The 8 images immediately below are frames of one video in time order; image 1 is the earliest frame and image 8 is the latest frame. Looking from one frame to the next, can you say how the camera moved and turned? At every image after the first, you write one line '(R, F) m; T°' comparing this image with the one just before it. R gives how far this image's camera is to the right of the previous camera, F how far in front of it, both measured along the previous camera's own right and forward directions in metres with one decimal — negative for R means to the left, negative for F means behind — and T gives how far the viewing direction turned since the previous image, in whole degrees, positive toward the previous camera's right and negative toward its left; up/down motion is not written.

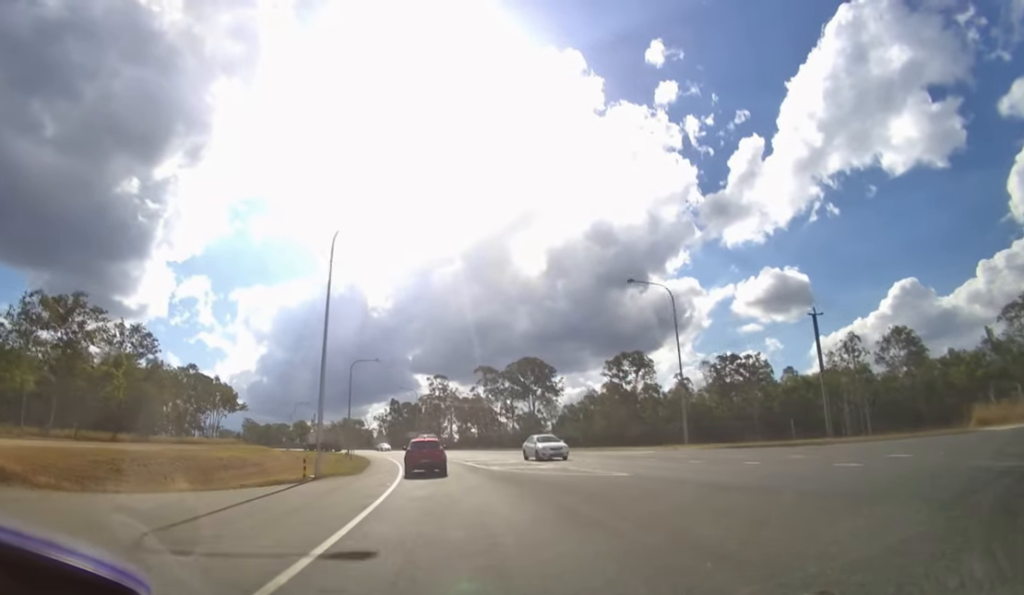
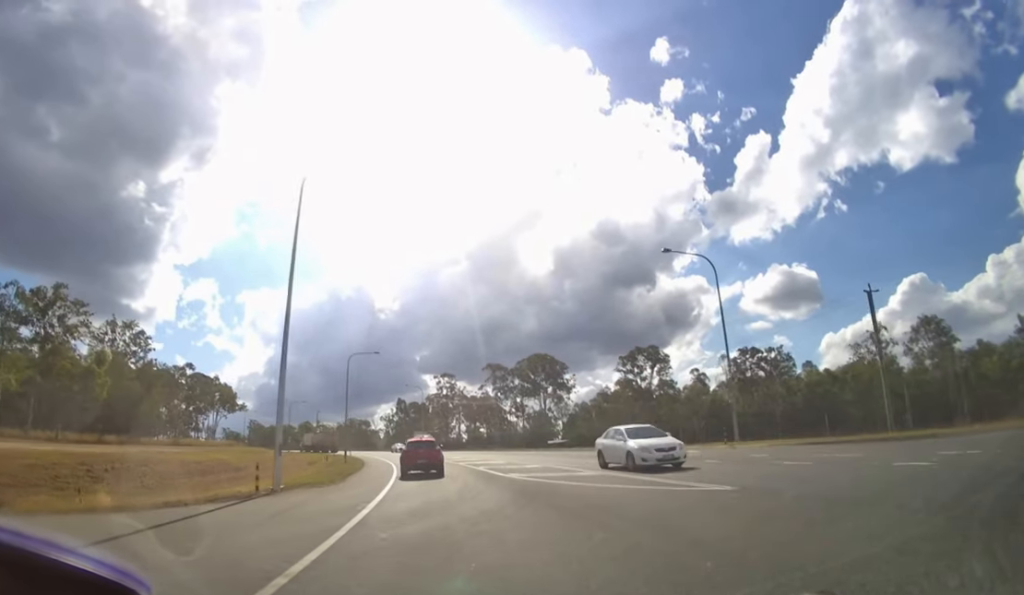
(-0.1, +5.8) m; -1°
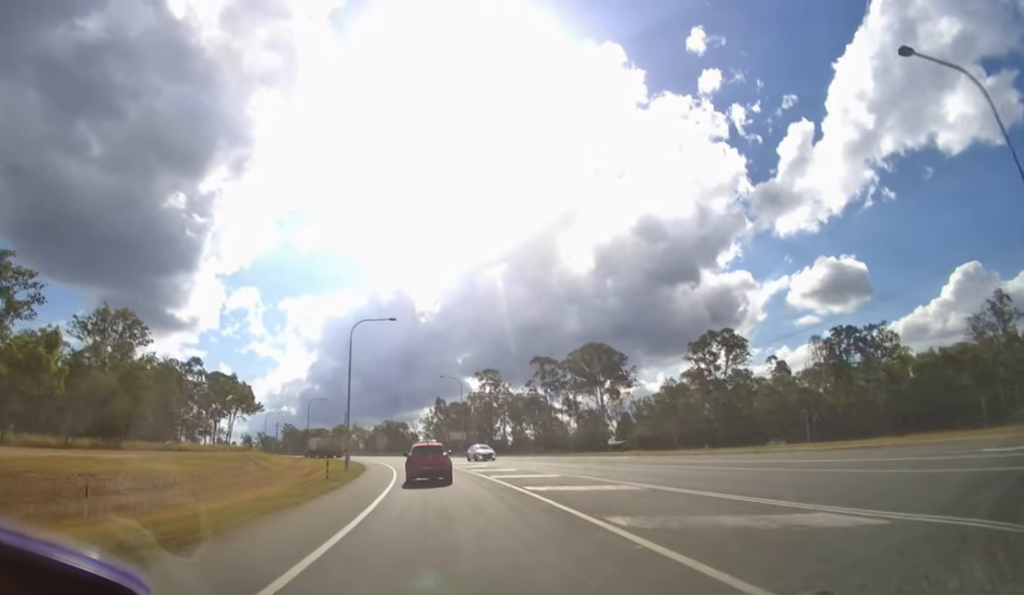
(-0.6, +16.9) m; -4°
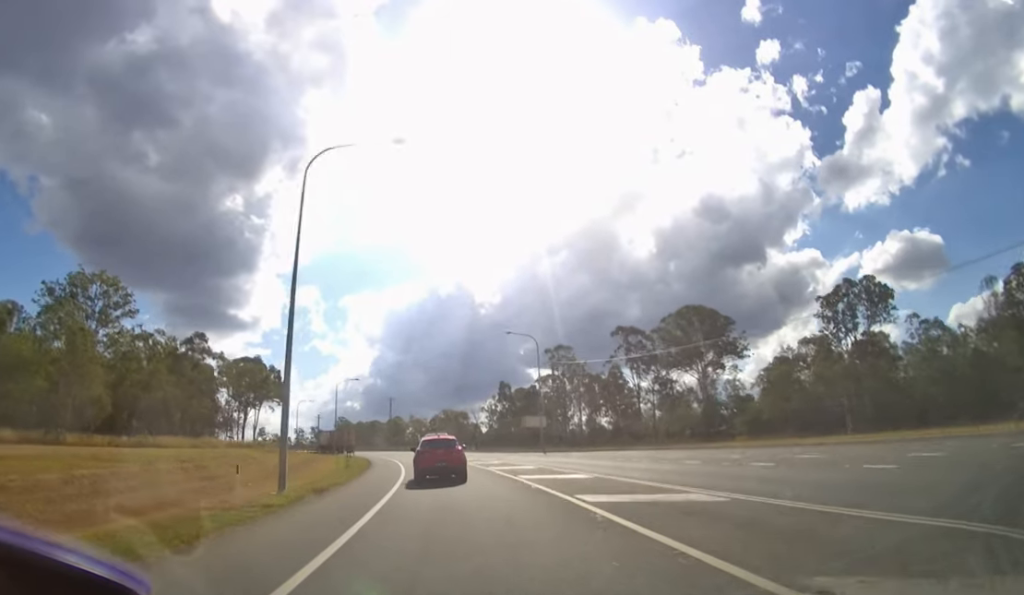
(-1.2, +21.4) m; -6°
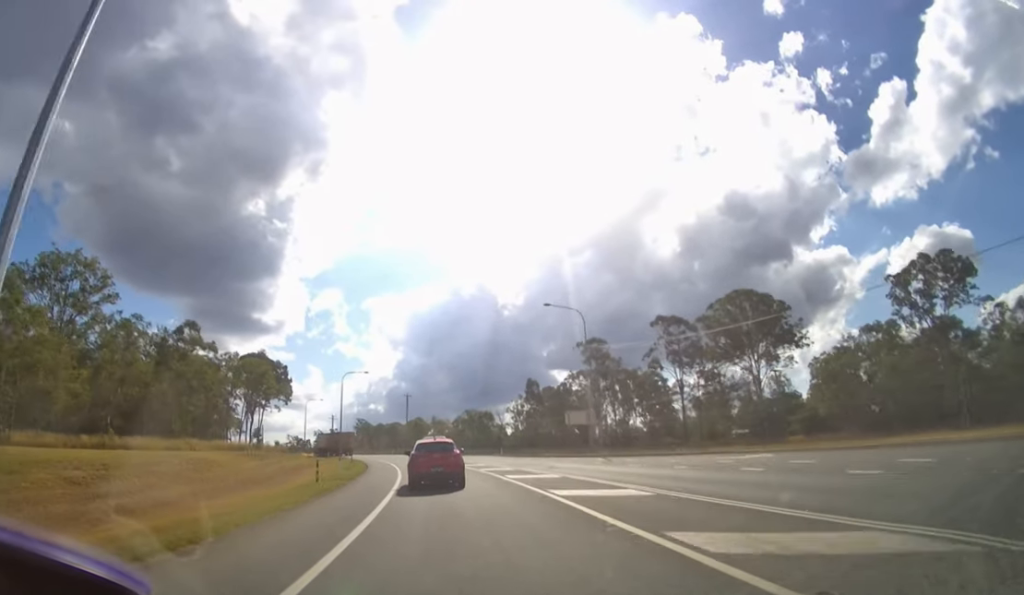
(-0.2, +9.9) m; -3°
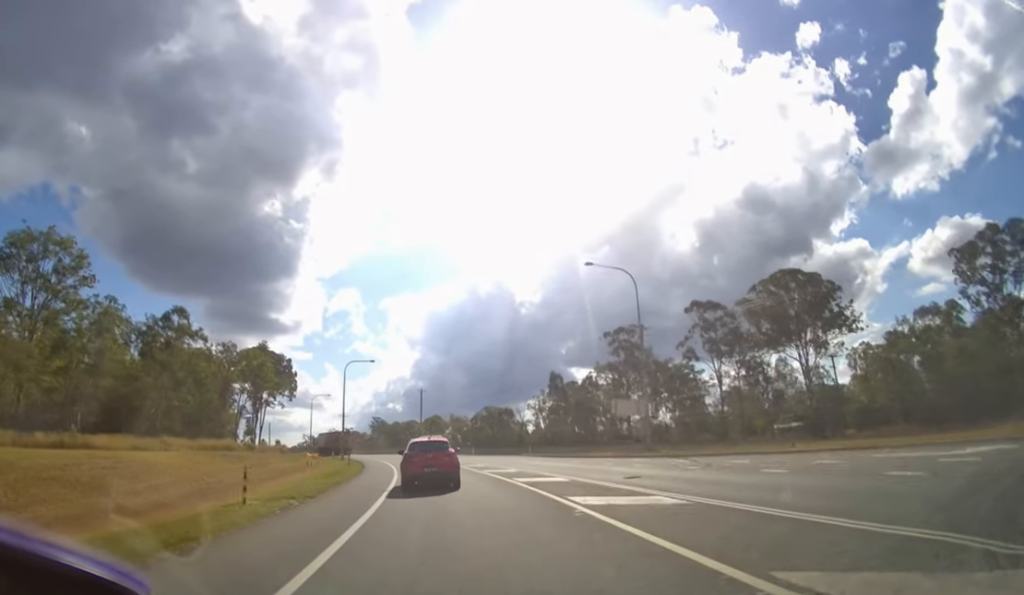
(-0.2, +8.5) m; -2°
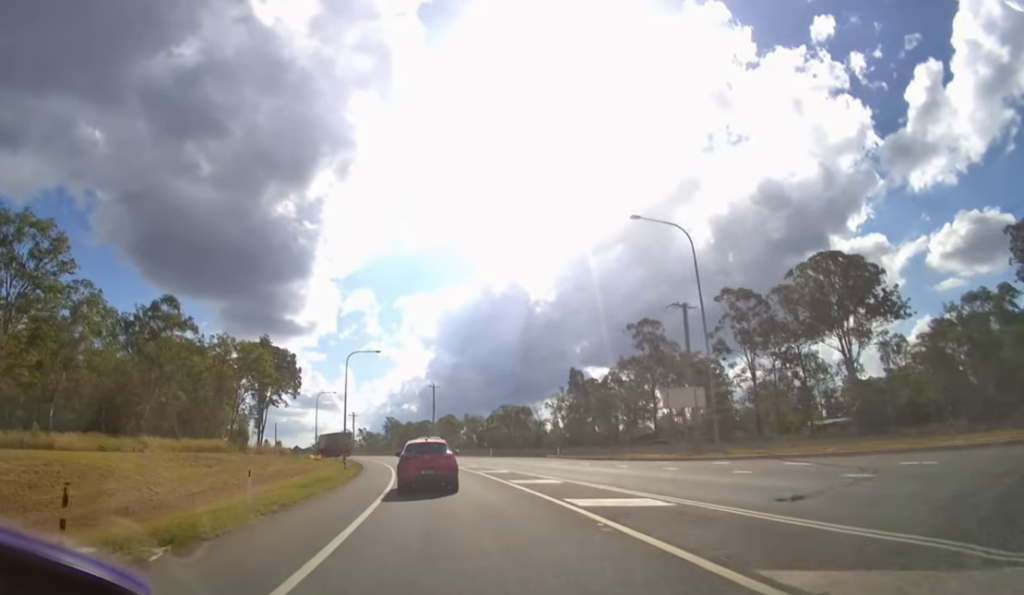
(-0.1, +7.0) m; -2°
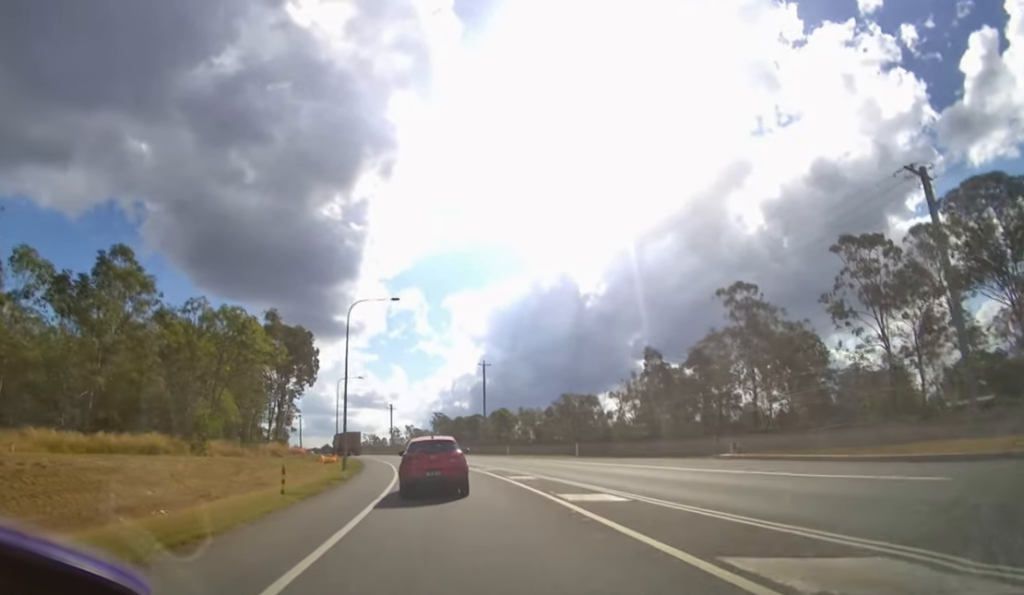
(-1.0, +21.0) m; -6°
